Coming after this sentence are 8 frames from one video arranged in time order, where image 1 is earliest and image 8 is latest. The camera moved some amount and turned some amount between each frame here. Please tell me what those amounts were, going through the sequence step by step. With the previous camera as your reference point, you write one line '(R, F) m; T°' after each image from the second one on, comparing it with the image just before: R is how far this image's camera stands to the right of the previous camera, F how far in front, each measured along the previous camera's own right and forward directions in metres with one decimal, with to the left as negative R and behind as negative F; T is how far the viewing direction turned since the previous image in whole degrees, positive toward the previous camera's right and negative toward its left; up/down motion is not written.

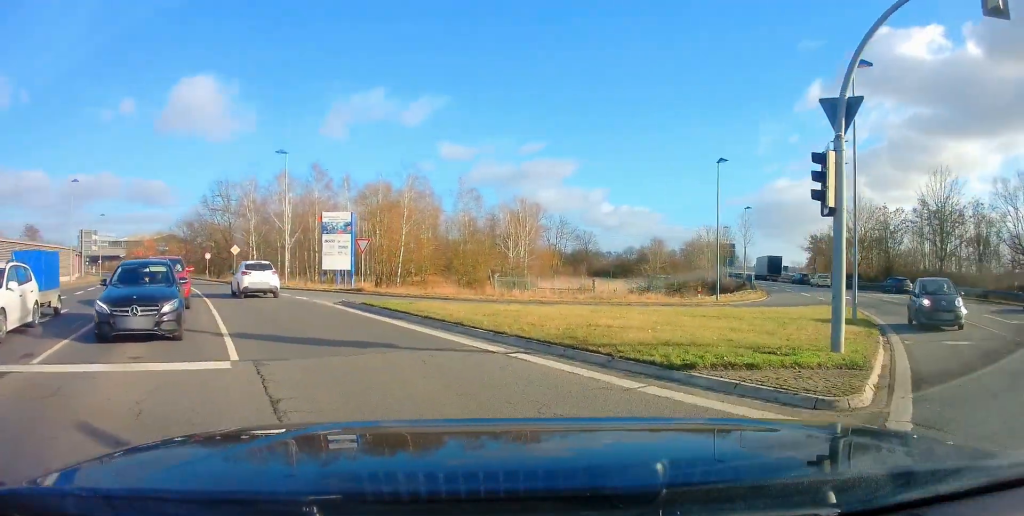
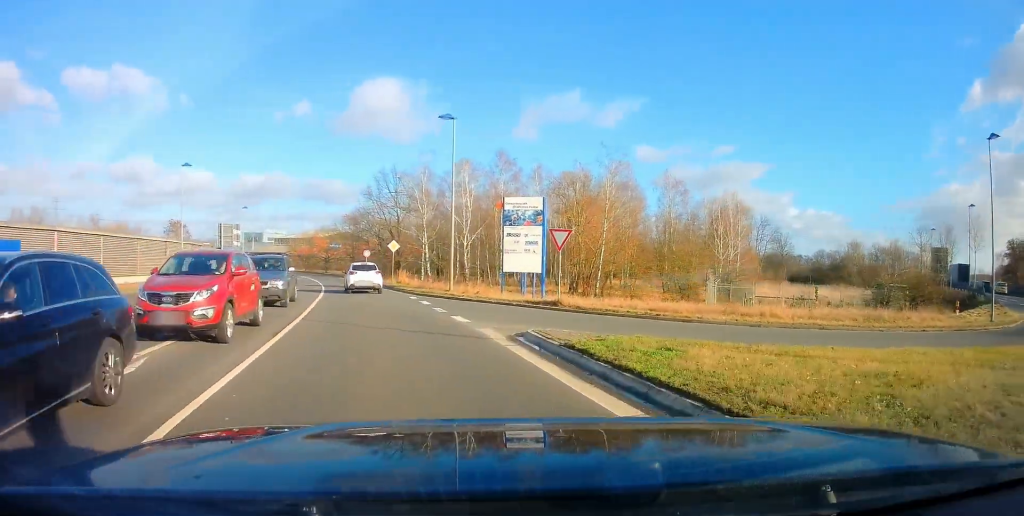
(-1.5, +8.5) m; -16°
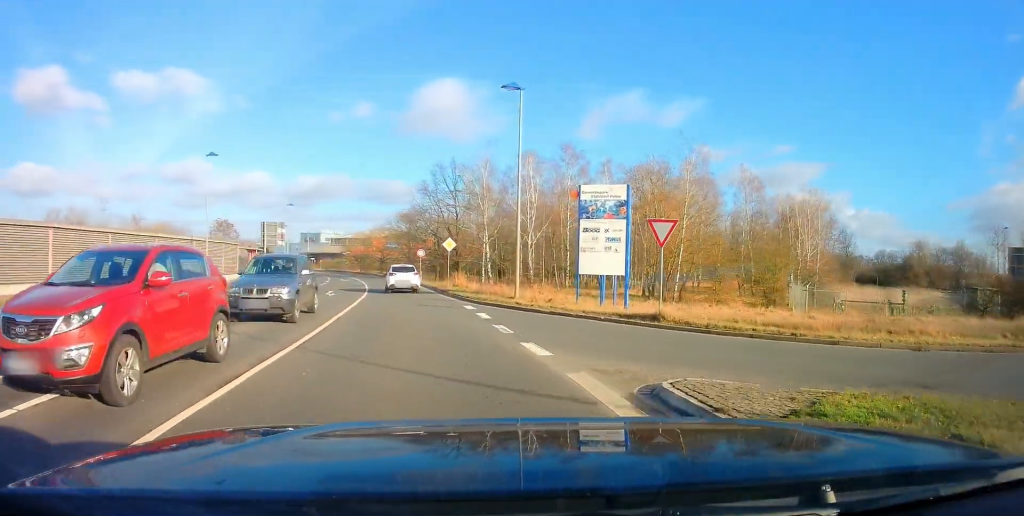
(-0.2, +4.6) m; -5°
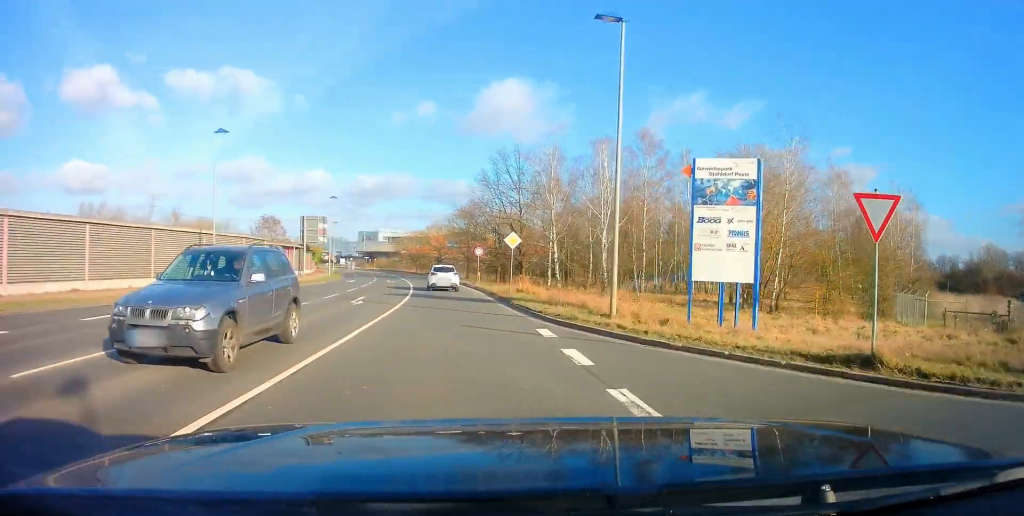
(-0.3, +6.4) m; -4°
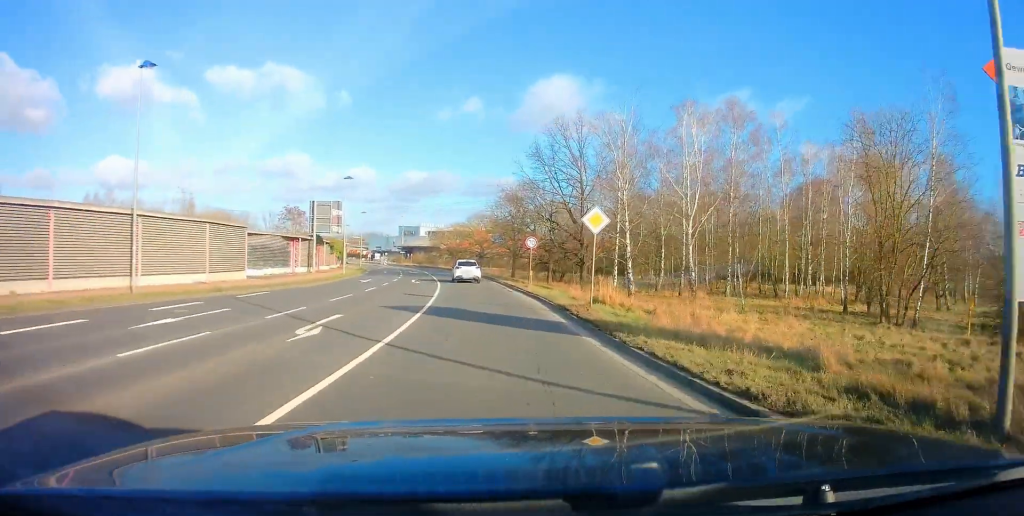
(-0.4, +10.3) m; -8°
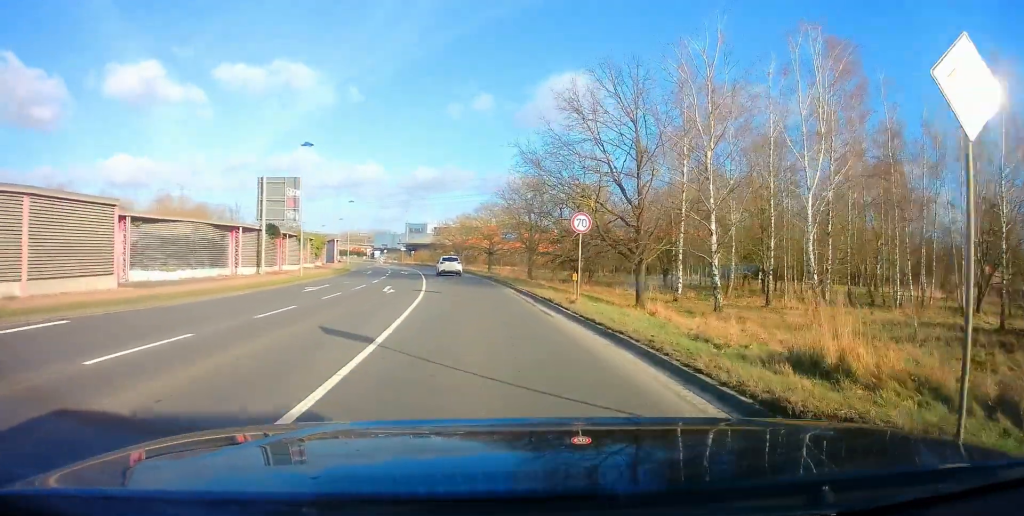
(-0.9, +13.0) m; -1°
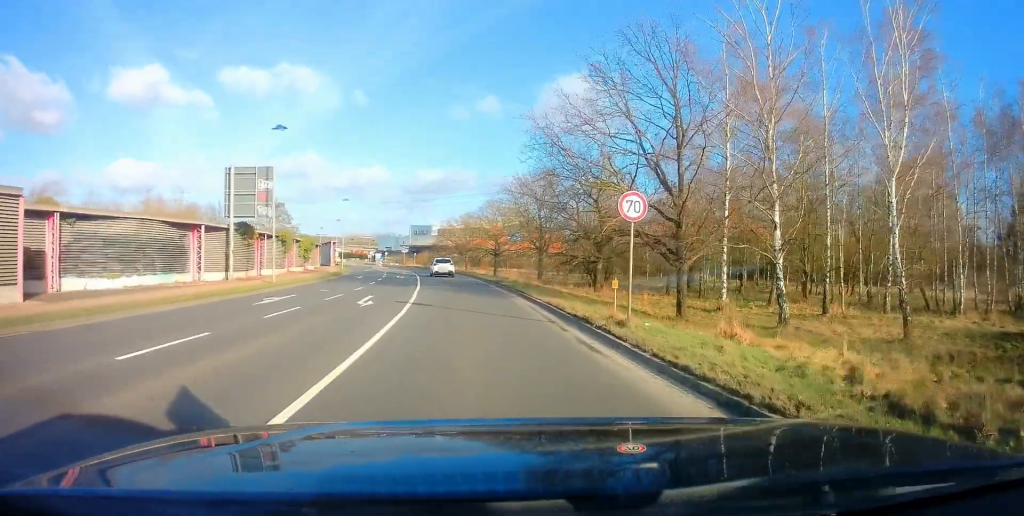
(+0.4, +5.4) m; +1°
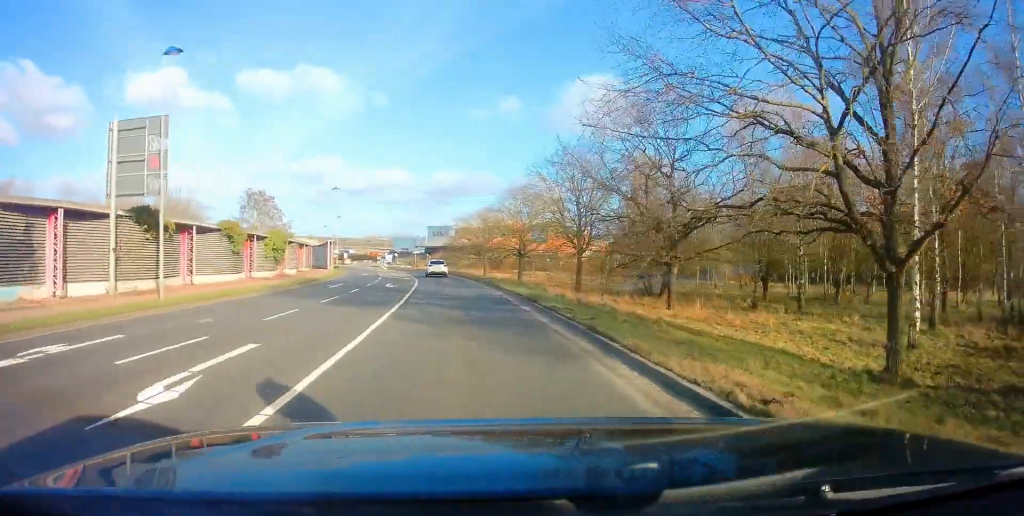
(+0.1, +12.1) m; -2°
